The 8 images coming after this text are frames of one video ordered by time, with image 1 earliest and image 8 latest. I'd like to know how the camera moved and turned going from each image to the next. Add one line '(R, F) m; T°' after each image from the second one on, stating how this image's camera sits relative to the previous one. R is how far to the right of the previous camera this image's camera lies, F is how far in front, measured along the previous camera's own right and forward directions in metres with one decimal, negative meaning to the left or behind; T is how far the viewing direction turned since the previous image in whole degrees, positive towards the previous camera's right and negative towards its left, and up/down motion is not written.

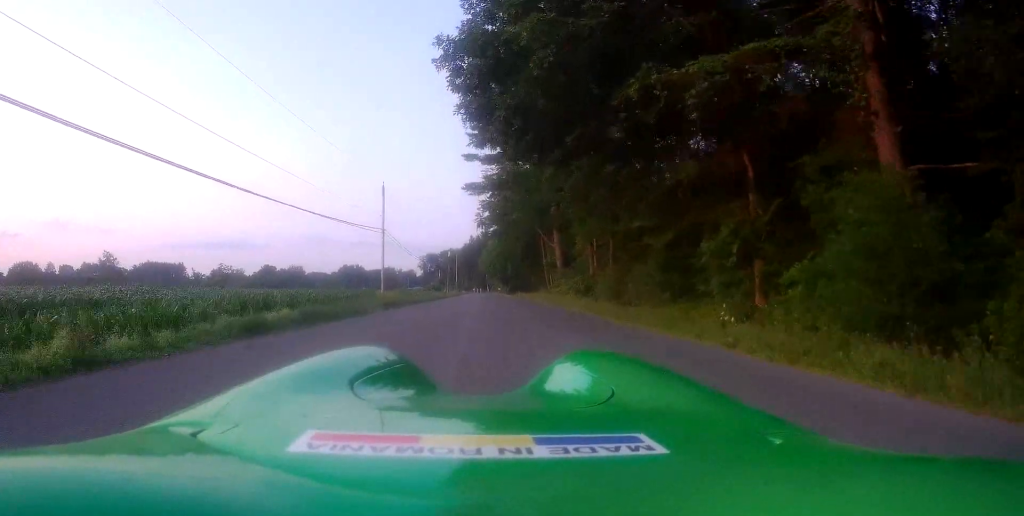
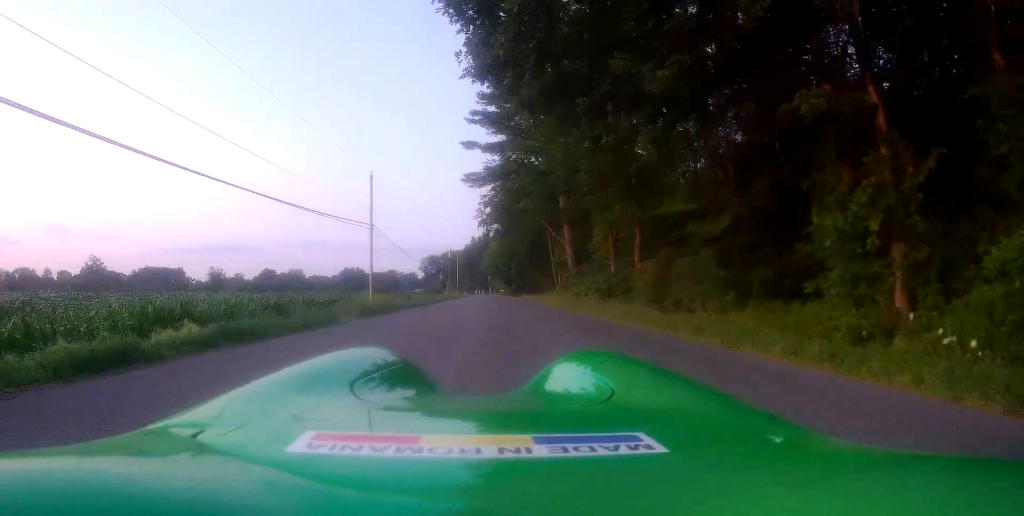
(+0.3, +5.3) m; +1°
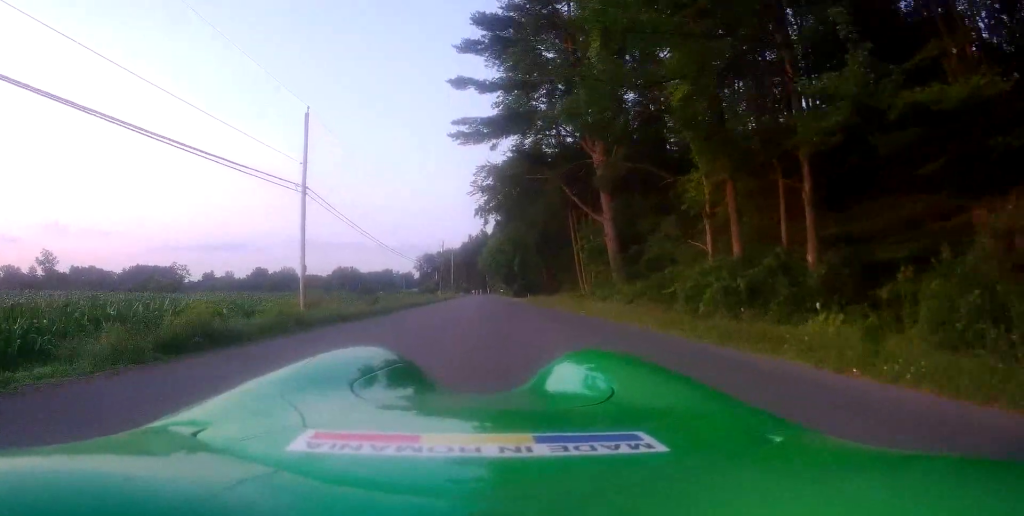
(-0.5, +14.8) m; -3°
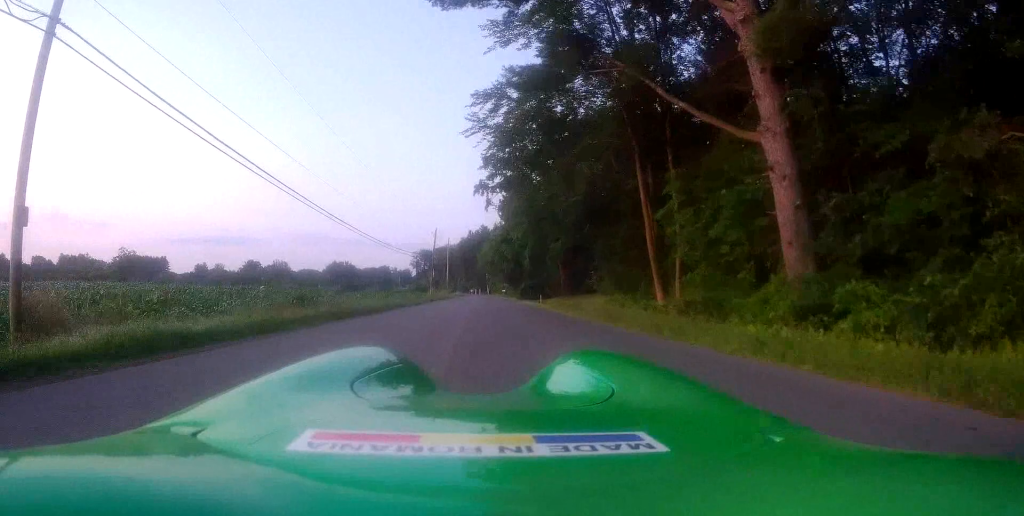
(-0.7, +16.5) m; 0°
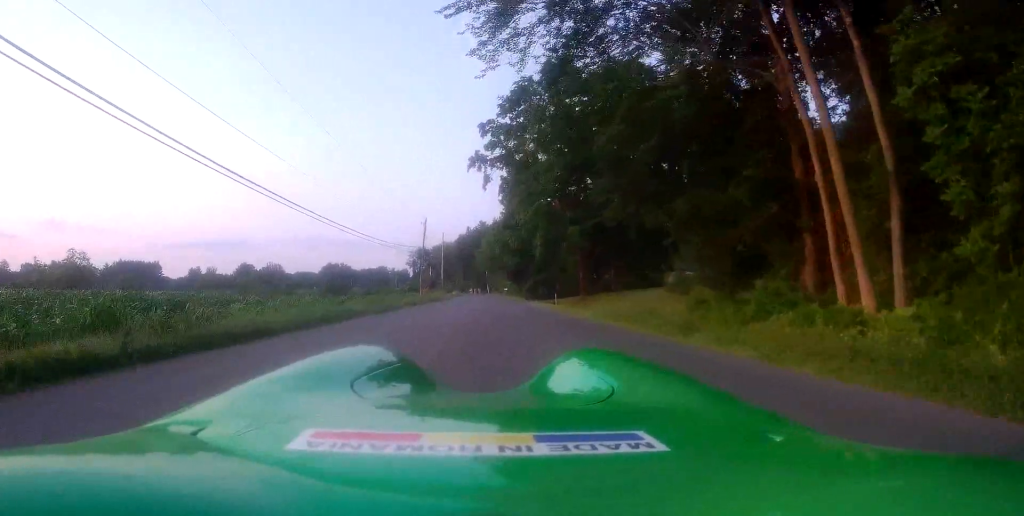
(+0.9, +12.4) m; +2°
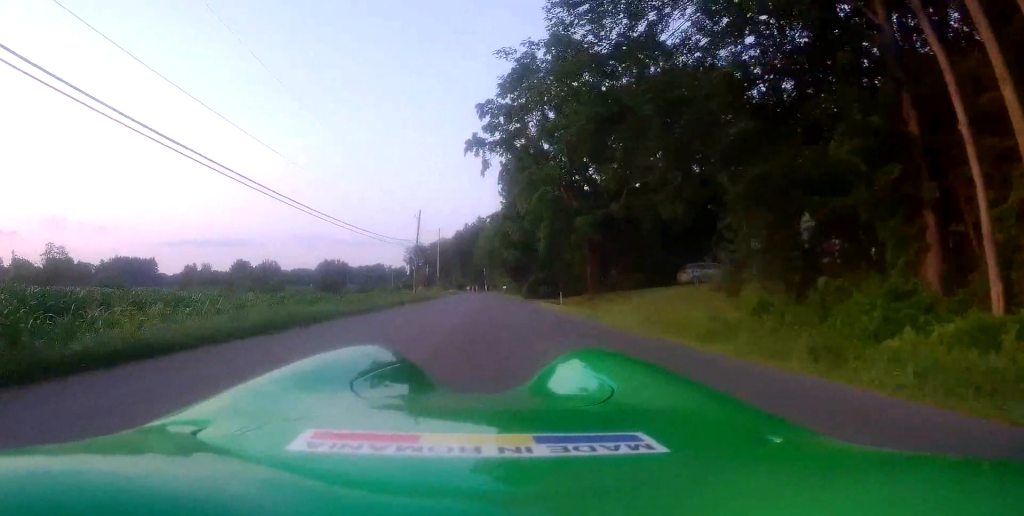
(-0.1, +4.2) m; -1°
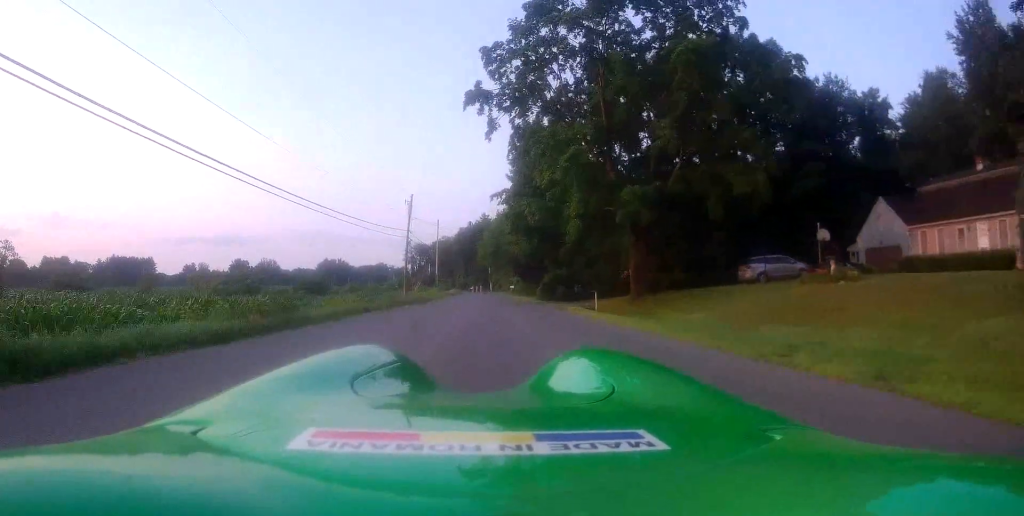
(-0.2, +11.2) m; +1°
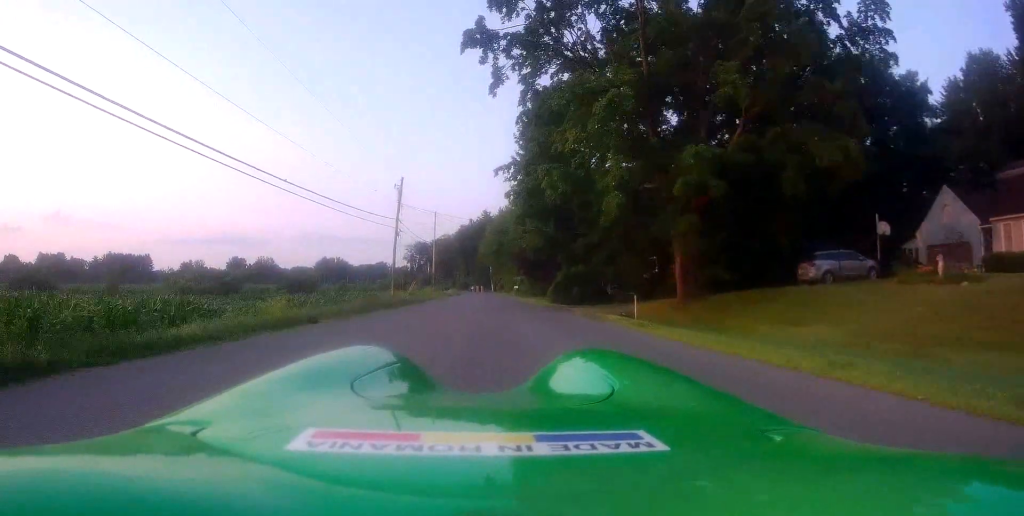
(+0.2, +7.9) m; +1°
